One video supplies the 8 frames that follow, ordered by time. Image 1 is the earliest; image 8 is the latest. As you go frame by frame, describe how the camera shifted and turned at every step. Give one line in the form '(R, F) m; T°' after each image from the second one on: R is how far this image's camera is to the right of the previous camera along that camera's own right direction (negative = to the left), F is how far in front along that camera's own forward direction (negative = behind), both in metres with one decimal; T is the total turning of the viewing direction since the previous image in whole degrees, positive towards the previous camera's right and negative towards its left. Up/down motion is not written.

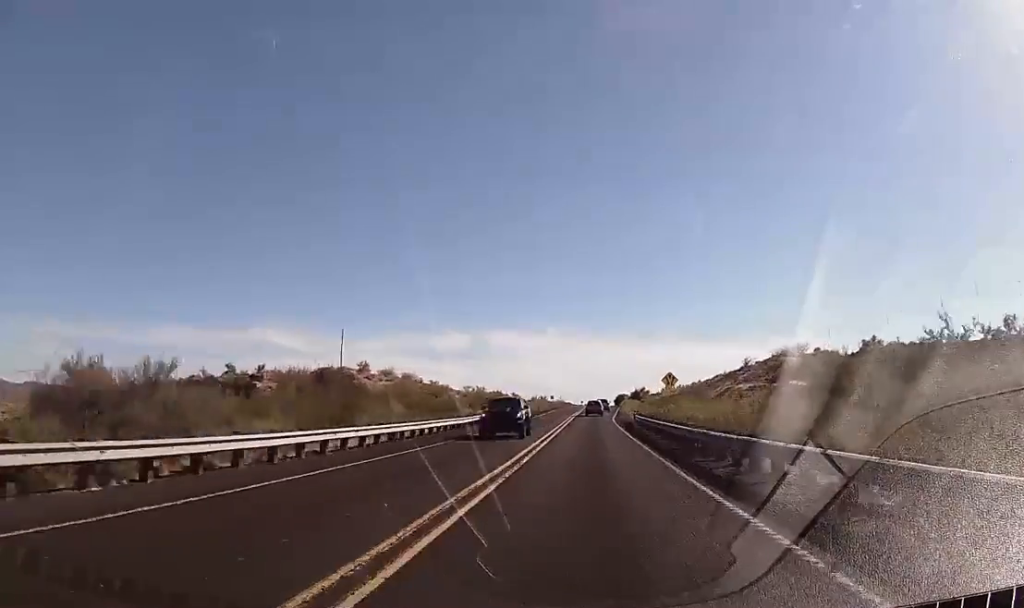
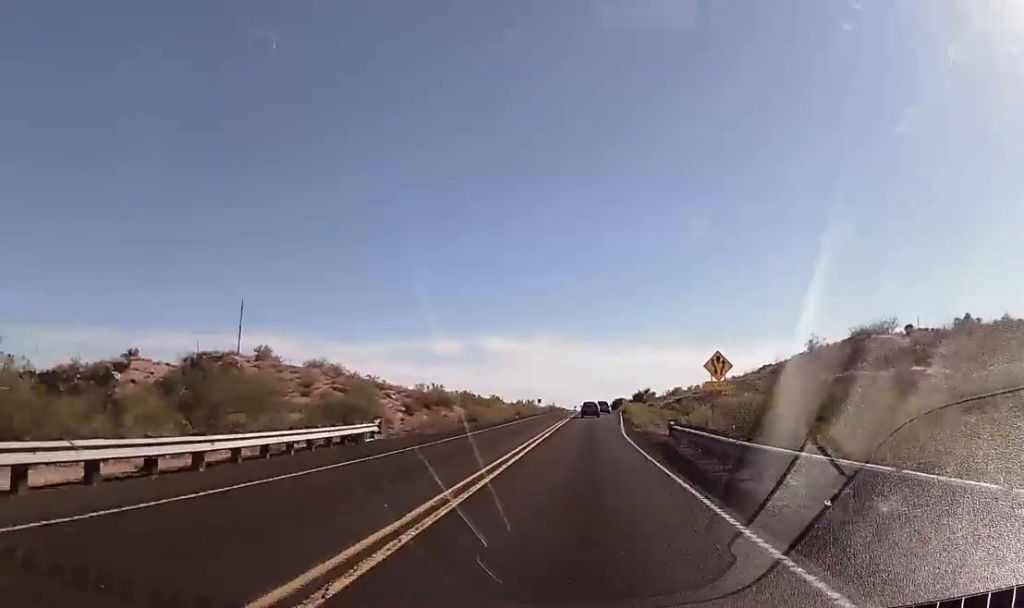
(+0.3, +29.7) m; +1°
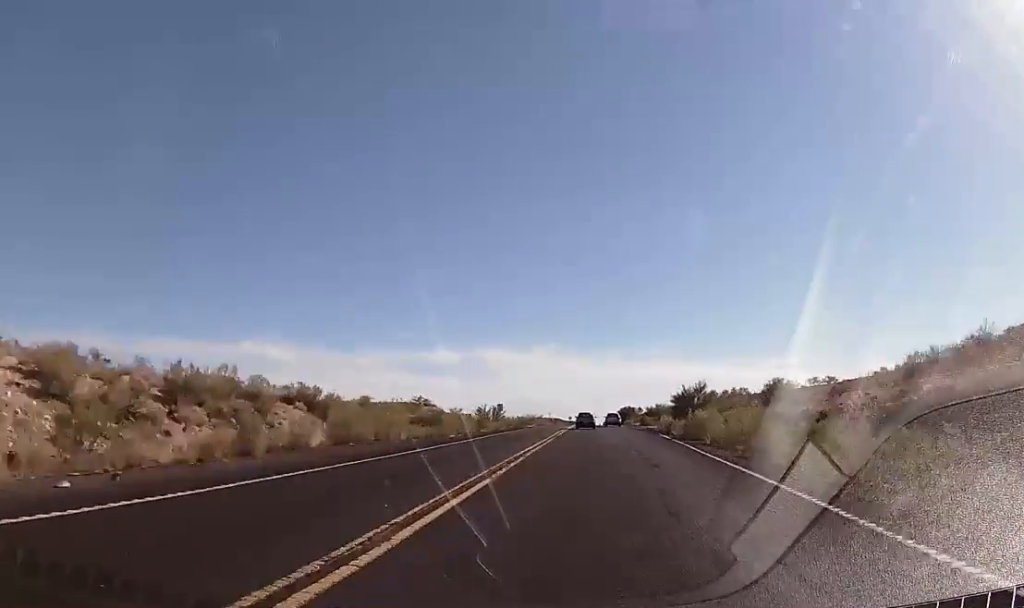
(+0.1, +72.8) m; -1°
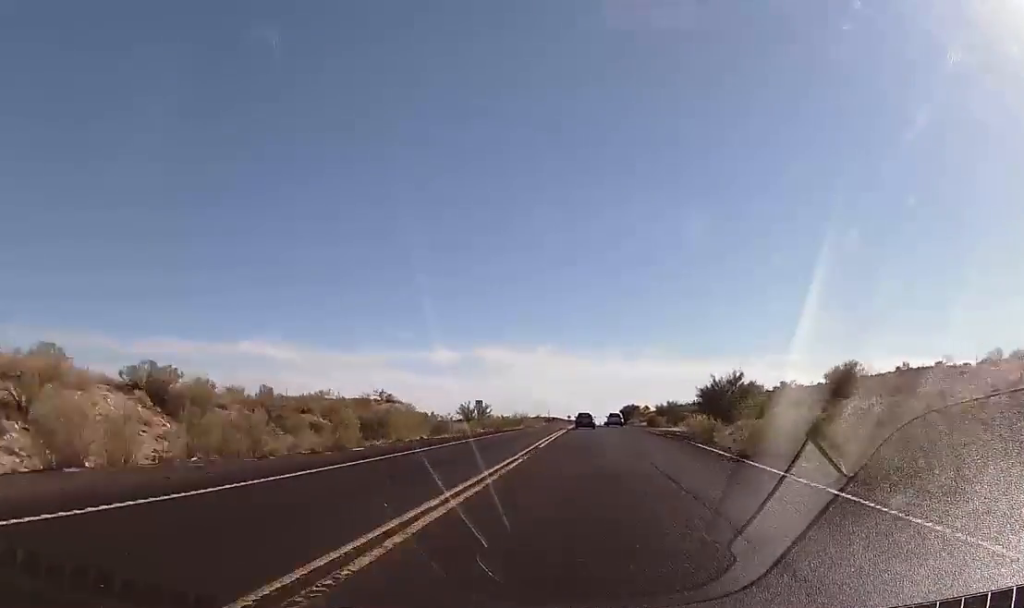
(-0.2, +18.5) m; 0°
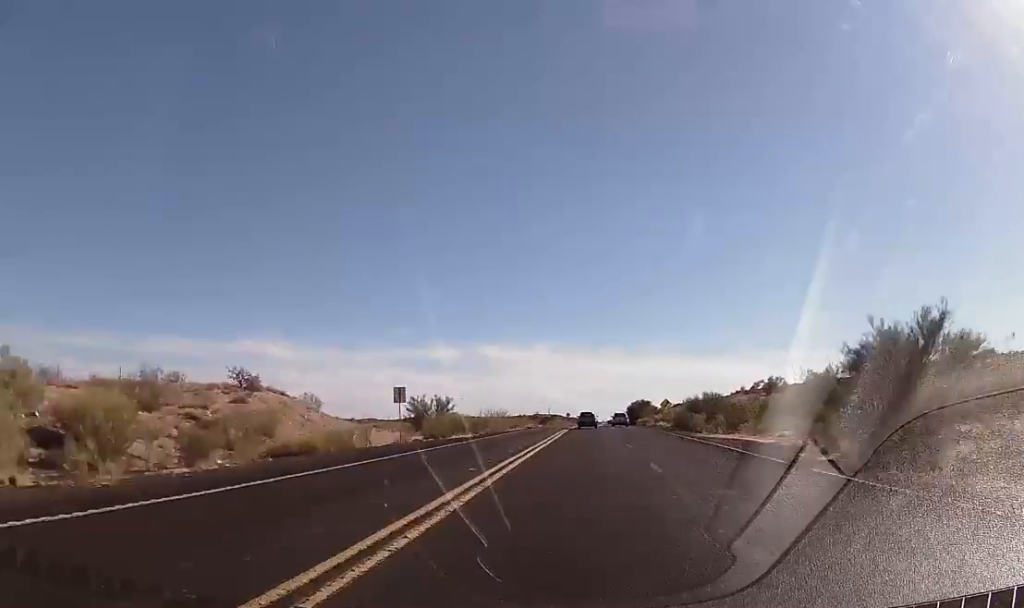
(+0.2, +33.8) m; +1°
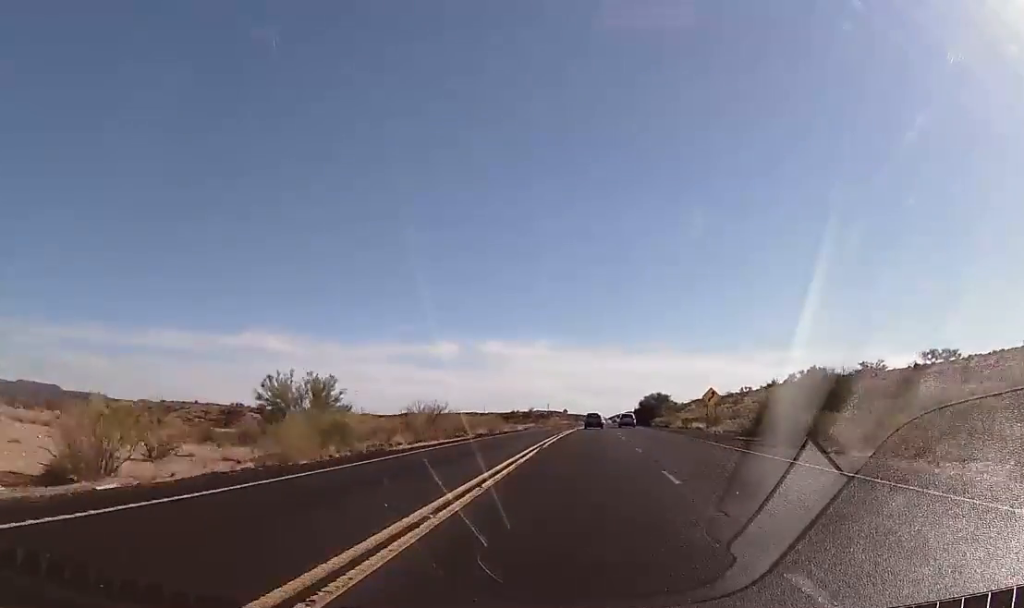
(+0.1, +39.0) m; 0°
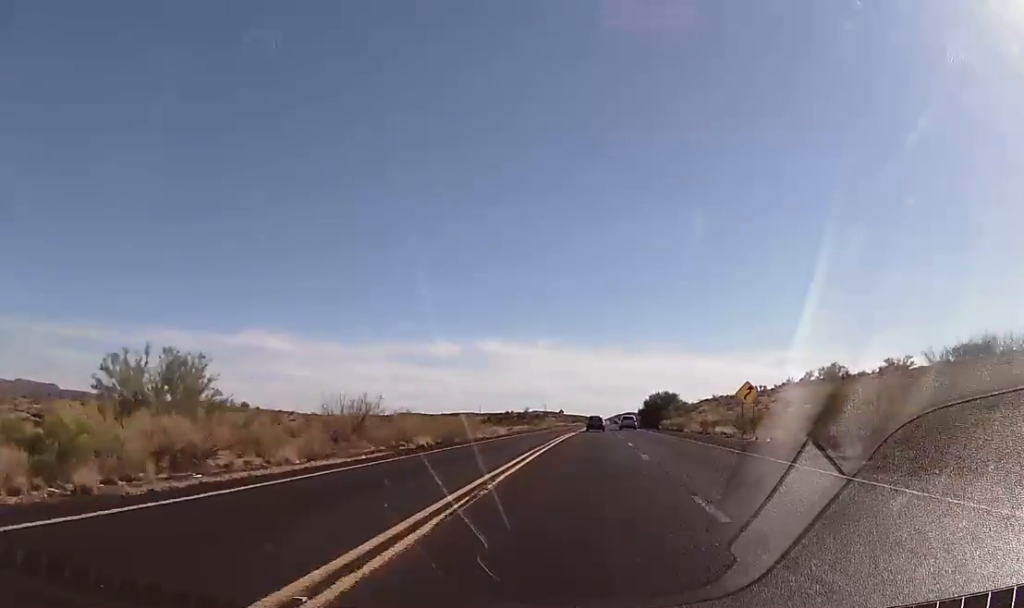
(0.0, +16.4) m; 0°
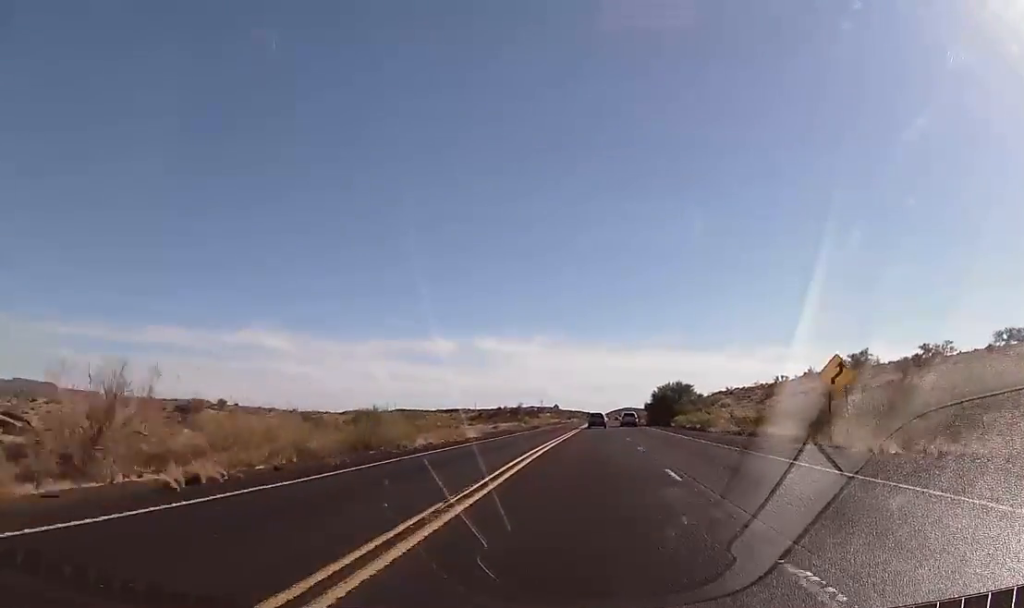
(0.0, +19.5) m; 0°
